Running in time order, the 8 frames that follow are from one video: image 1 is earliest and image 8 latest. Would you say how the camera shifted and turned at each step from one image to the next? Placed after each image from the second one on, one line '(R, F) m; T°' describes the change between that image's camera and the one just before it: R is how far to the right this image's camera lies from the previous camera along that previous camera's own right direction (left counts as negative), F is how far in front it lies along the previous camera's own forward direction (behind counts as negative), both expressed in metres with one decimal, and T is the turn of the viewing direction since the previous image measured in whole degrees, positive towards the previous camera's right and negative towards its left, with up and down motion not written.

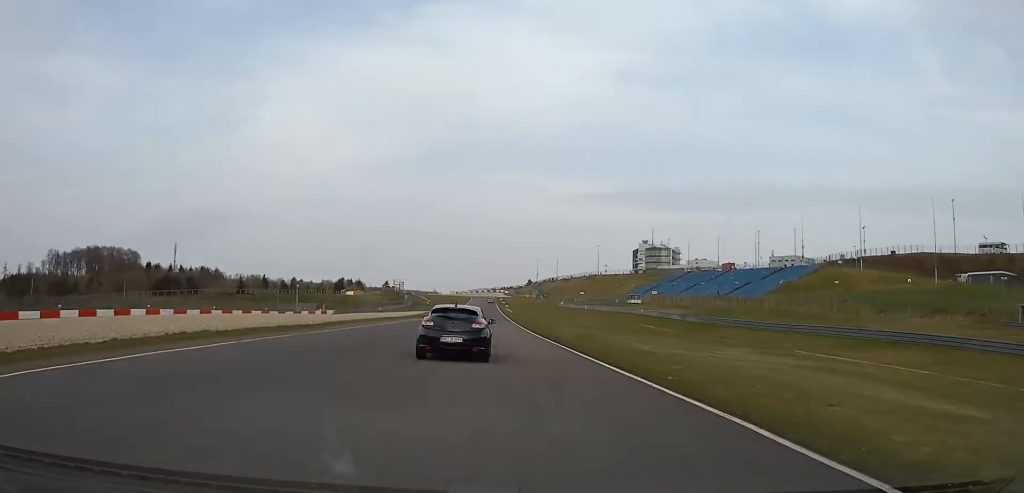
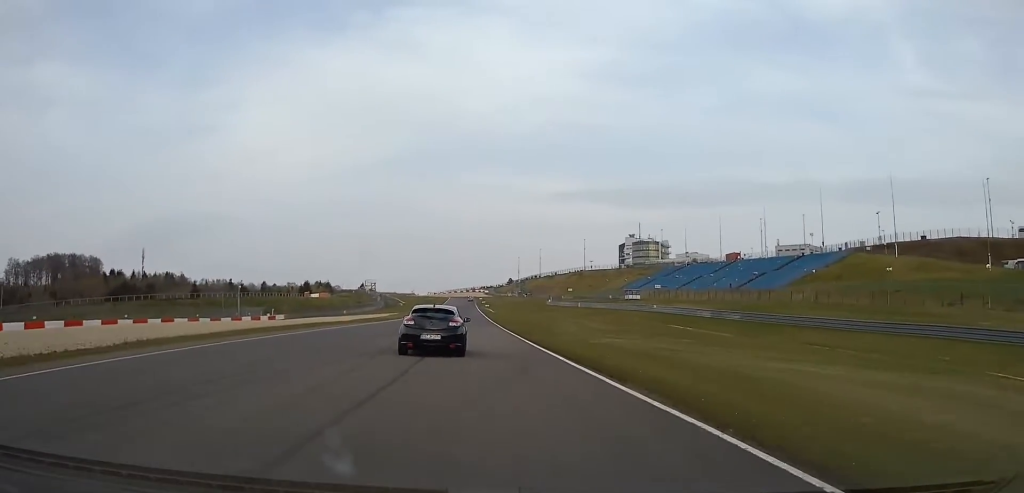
(+1.4, +25.1) m; +3°
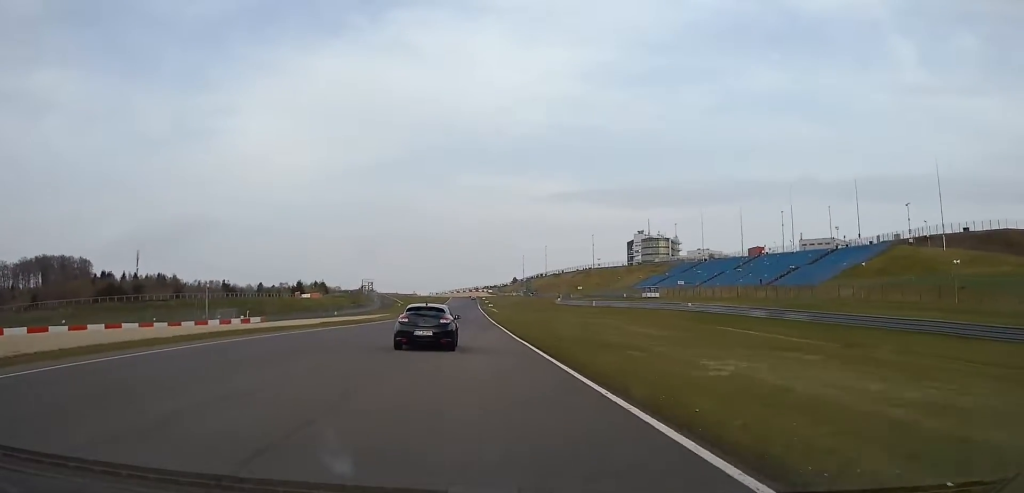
(+0.7, +17.1) m; +2°
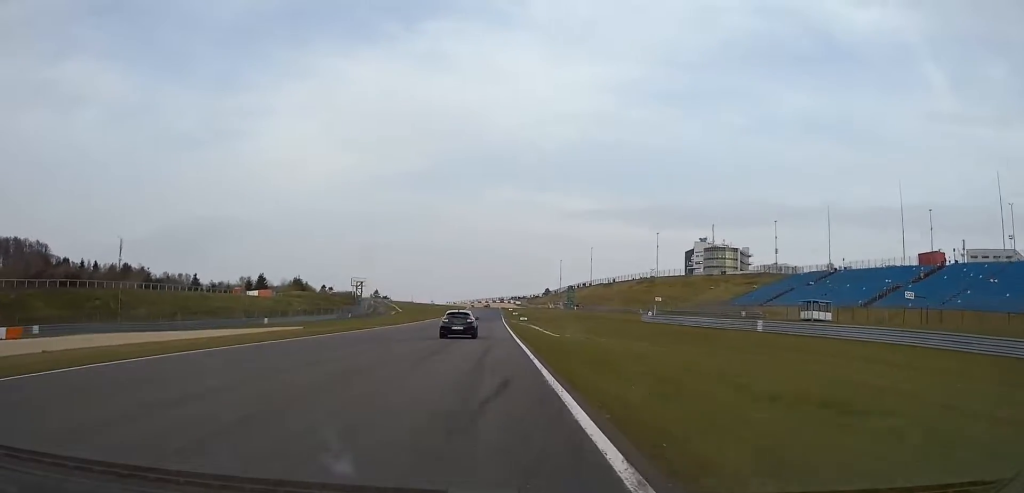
(-0.6, +75.8) m; -2°
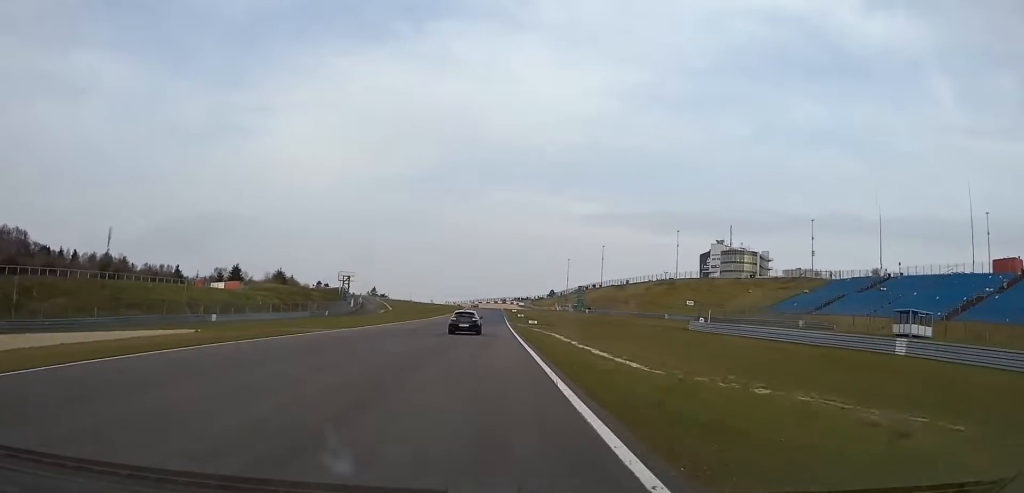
(-0.3, +22.4) m; -1°
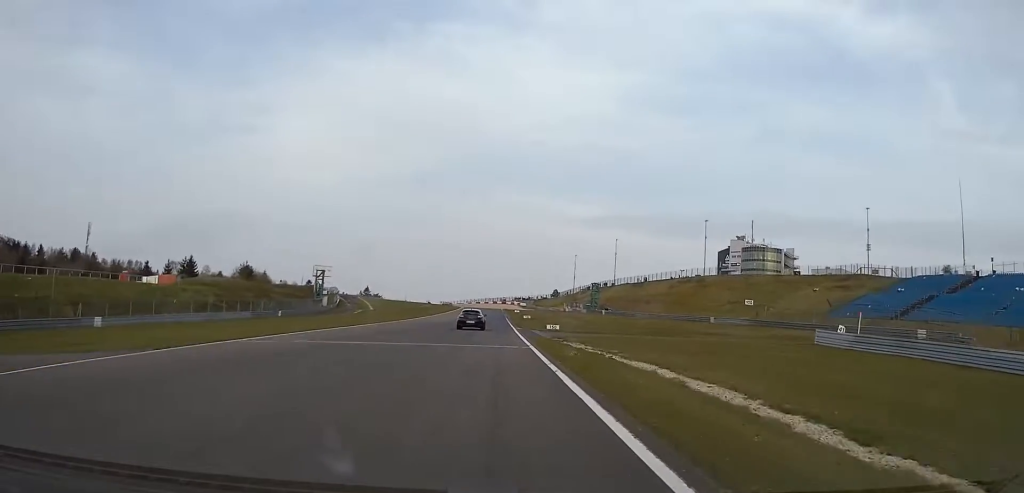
(-0.3, +29.2) m; -1°
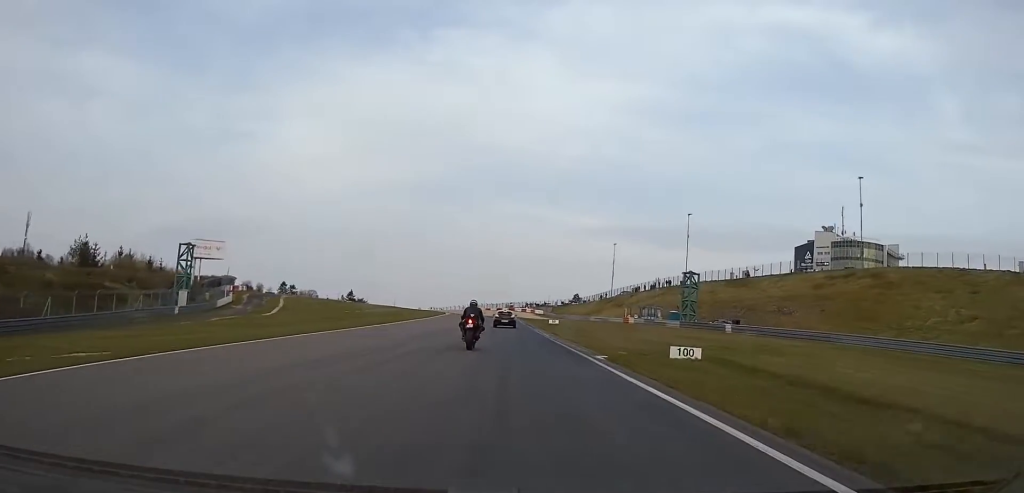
(-1.0, +79.3) m; 0°
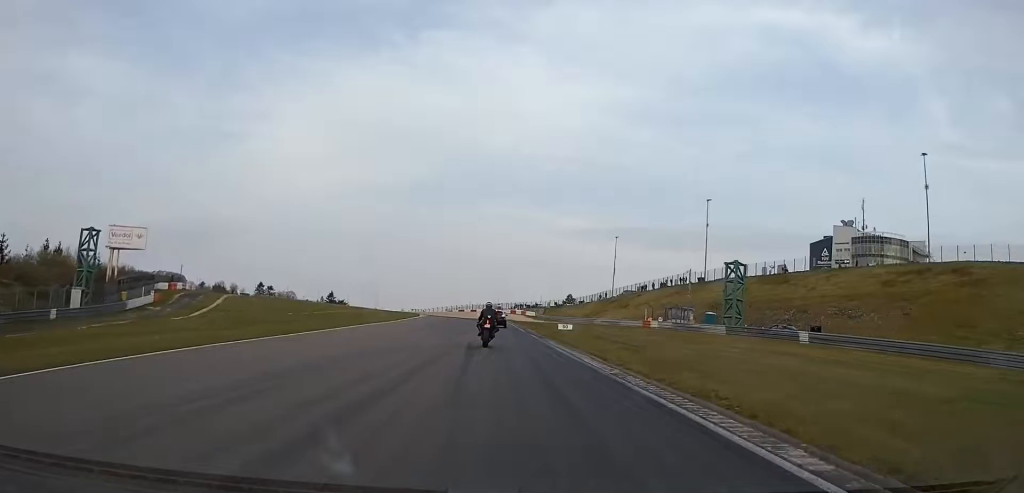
(+0.2, +22.4) m; +1°
